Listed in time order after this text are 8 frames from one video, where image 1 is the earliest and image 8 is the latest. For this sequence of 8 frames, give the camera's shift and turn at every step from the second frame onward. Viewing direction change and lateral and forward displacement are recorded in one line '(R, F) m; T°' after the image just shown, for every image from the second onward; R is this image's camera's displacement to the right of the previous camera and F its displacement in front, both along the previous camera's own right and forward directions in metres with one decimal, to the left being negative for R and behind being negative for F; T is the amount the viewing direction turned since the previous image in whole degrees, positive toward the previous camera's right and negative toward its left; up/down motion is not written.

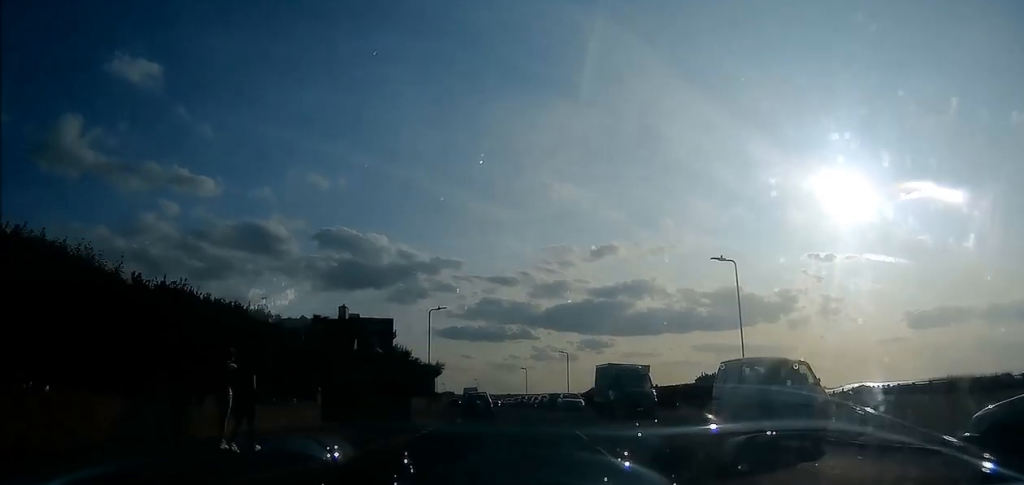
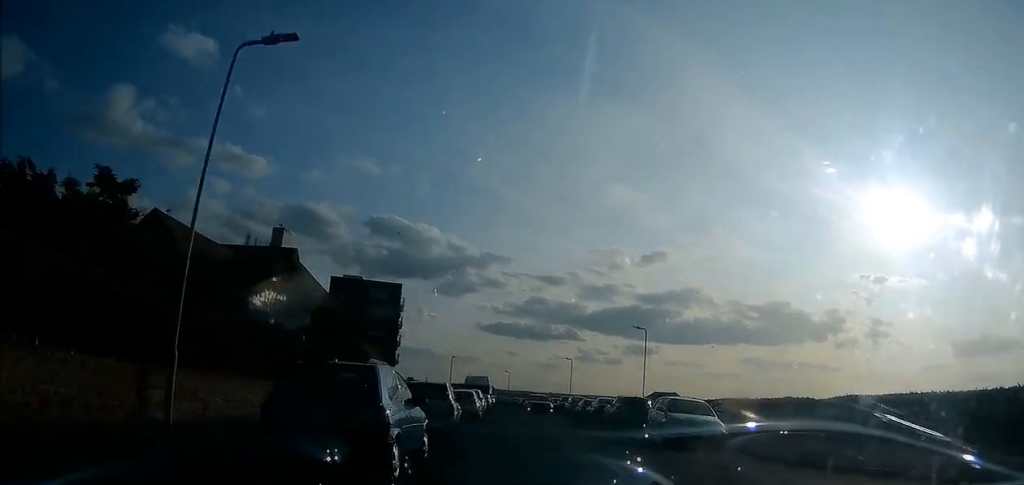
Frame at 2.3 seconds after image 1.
(-1.2, +30.4) m; -5°
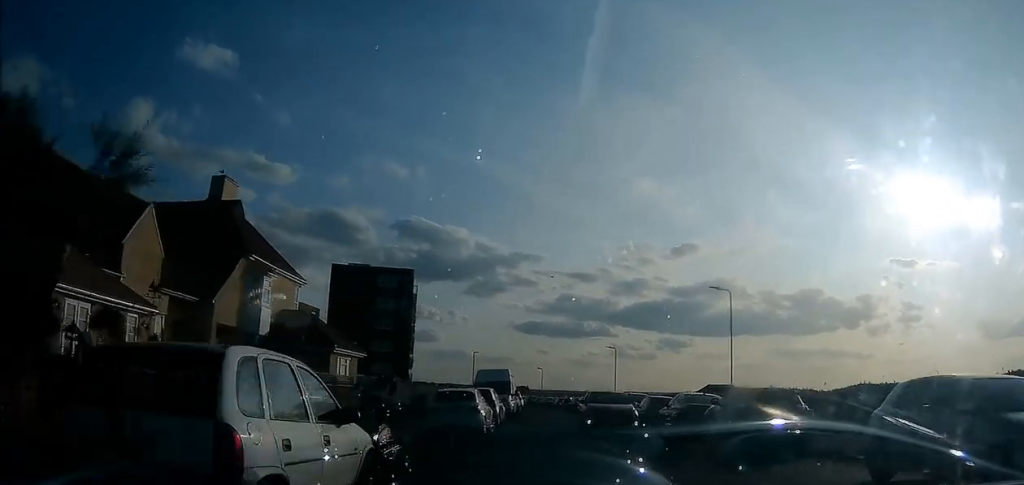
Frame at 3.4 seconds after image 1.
(-0.1, +13.0) m; -1°
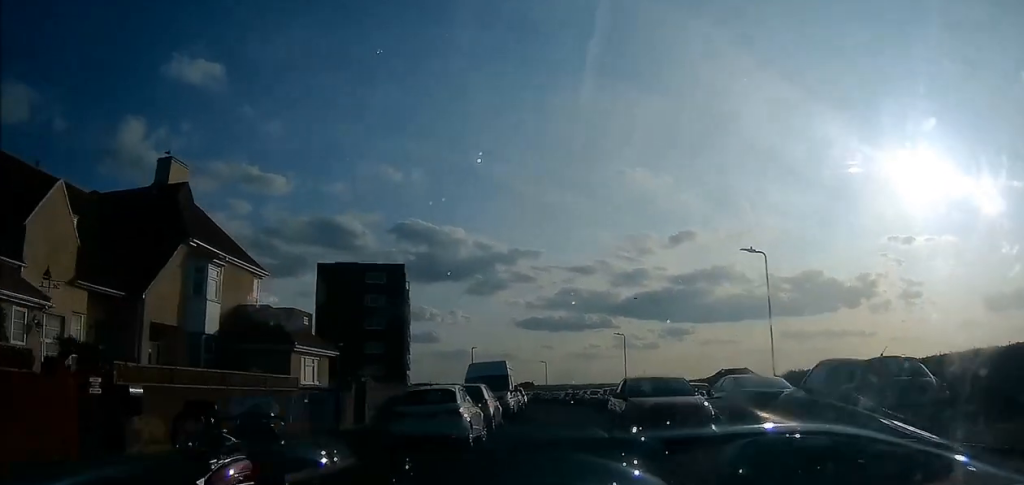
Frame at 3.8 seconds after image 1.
(0.0, +5.0) m; 0°
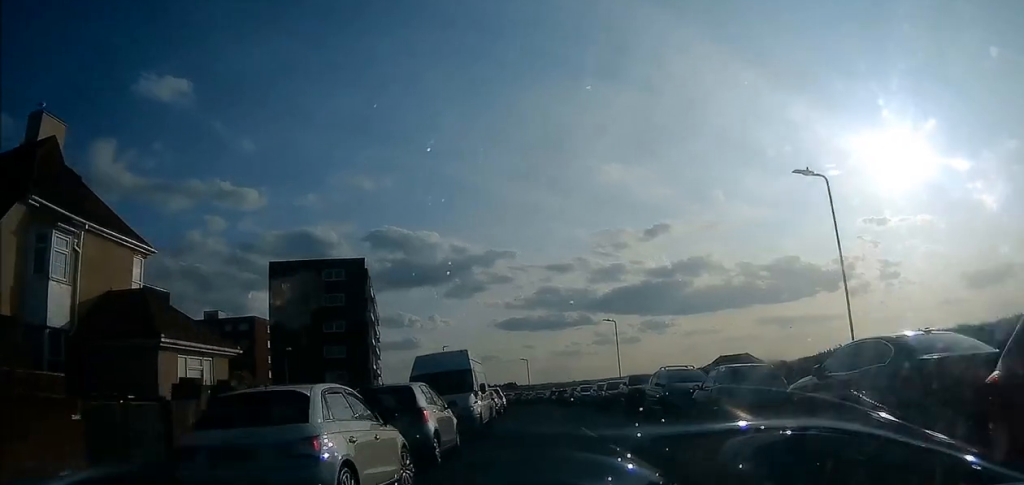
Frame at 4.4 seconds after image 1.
(0.0, +8.0) m; 0°
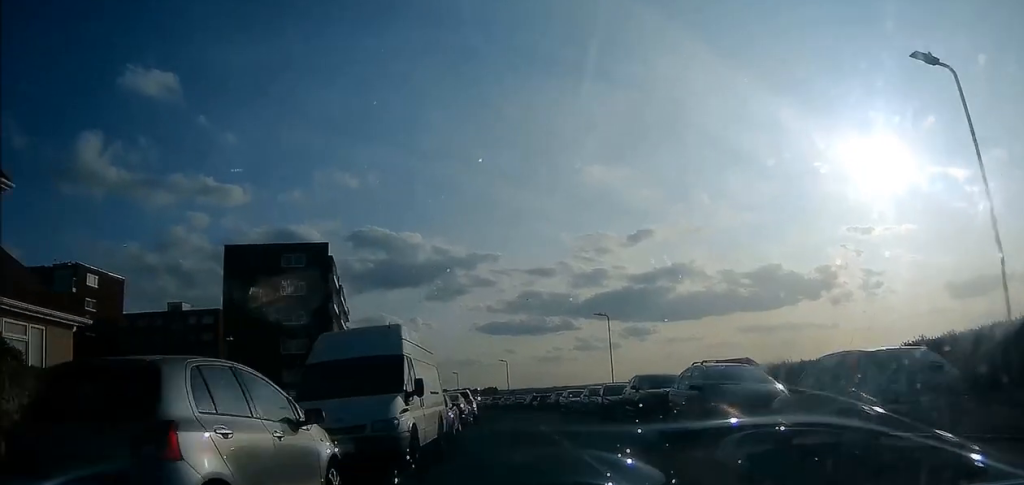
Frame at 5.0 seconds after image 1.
(0.0, +7.1) m; 0°
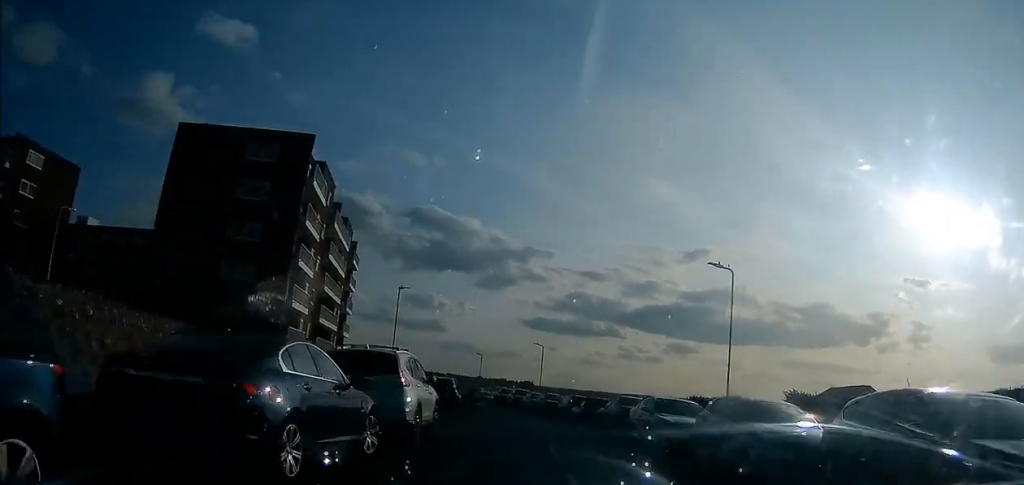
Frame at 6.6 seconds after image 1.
(-0.2, +21.0) m; -2°
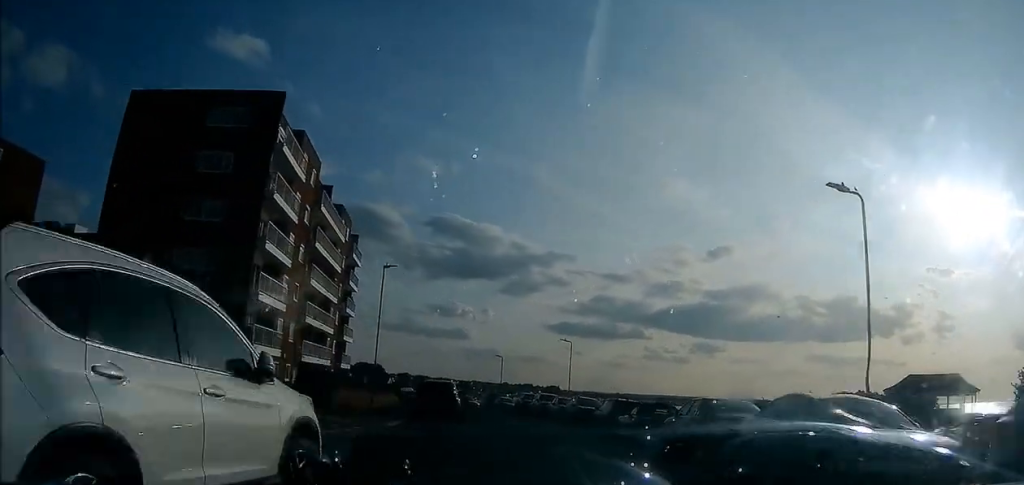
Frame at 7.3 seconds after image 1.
(-0.1, +8.9) m; -2°
